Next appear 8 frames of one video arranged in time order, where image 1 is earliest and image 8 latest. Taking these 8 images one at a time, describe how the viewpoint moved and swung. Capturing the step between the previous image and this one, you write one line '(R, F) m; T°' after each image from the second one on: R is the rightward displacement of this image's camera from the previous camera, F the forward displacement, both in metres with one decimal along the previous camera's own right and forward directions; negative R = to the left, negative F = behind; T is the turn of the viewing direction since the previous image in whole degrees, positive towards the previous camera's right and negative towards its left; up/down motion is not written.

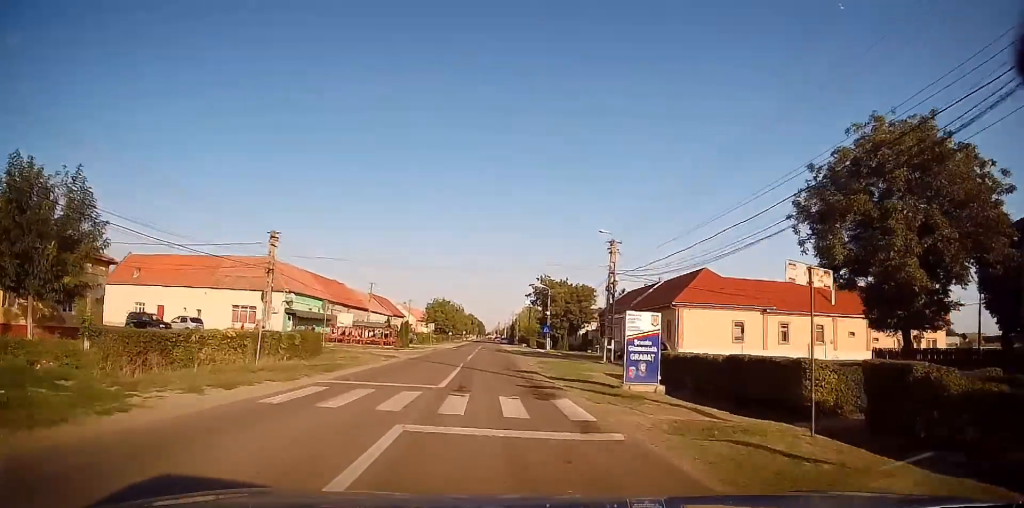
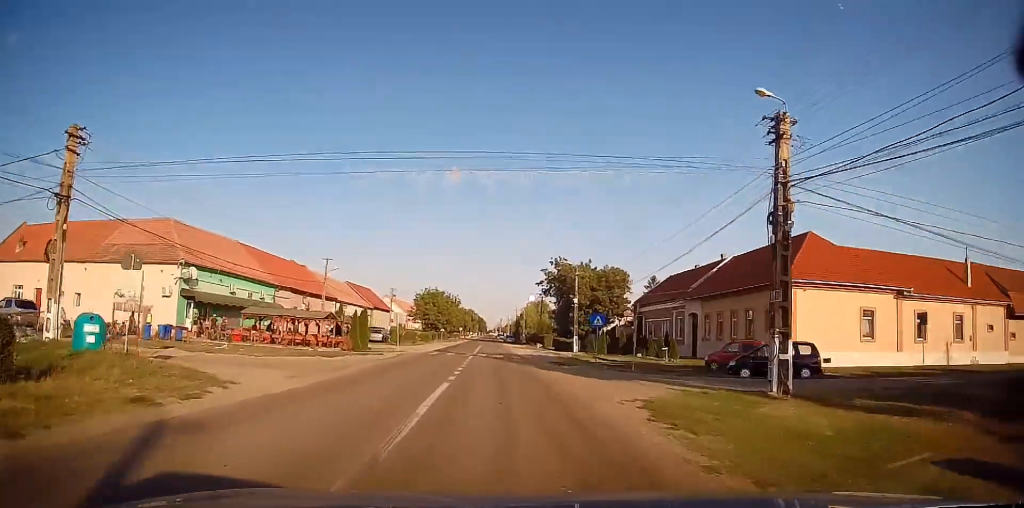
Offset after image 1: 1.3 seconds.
(0.0, +21.2) m; +1°
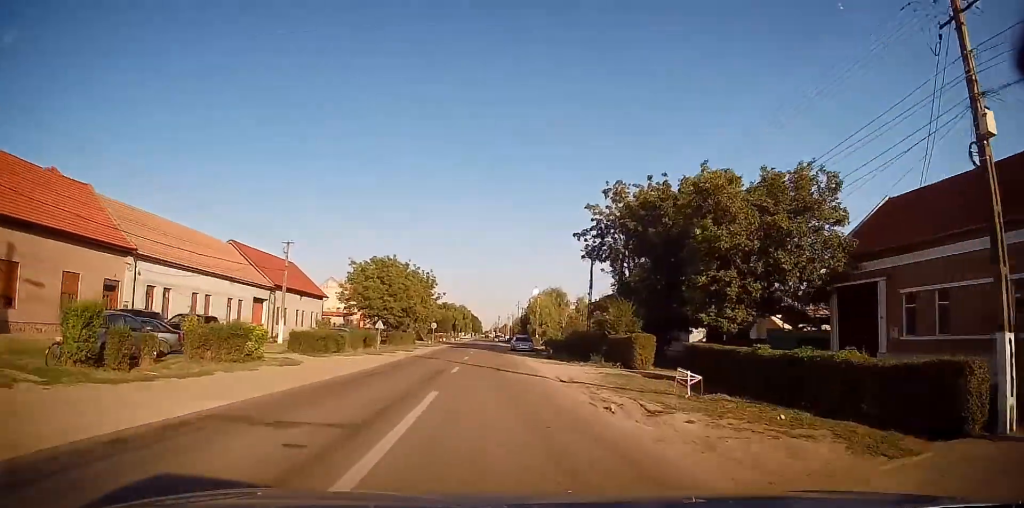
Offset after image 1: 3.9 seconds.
(+0.2, +44.7) m; +1°
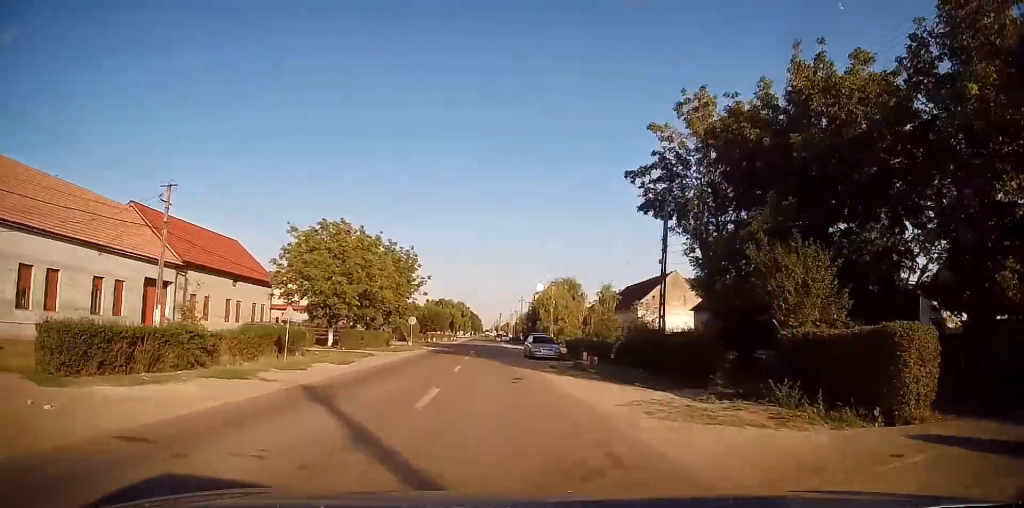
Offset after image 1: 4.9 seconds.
(+0.4, +17.8) m; +1°
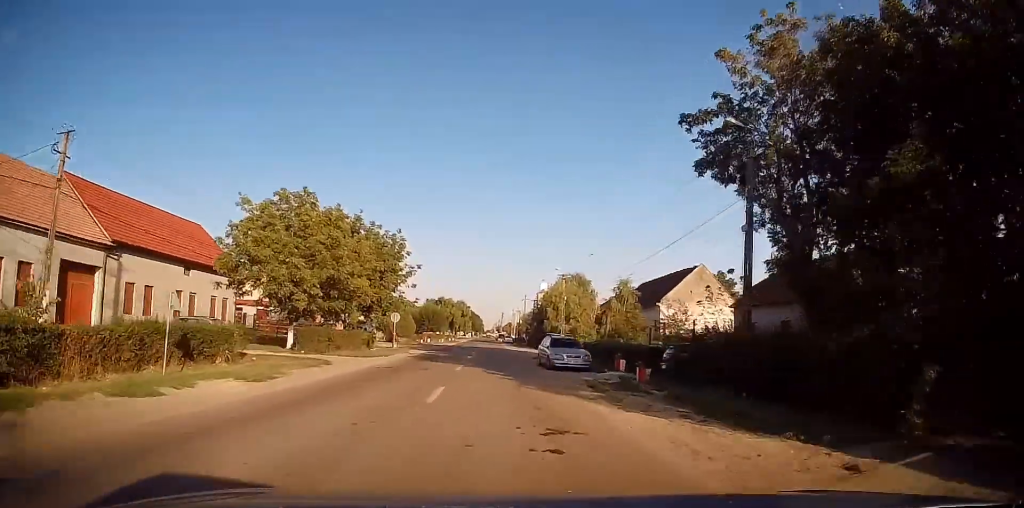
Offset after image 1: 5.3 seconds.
(0.0, +8.3) m; -1°
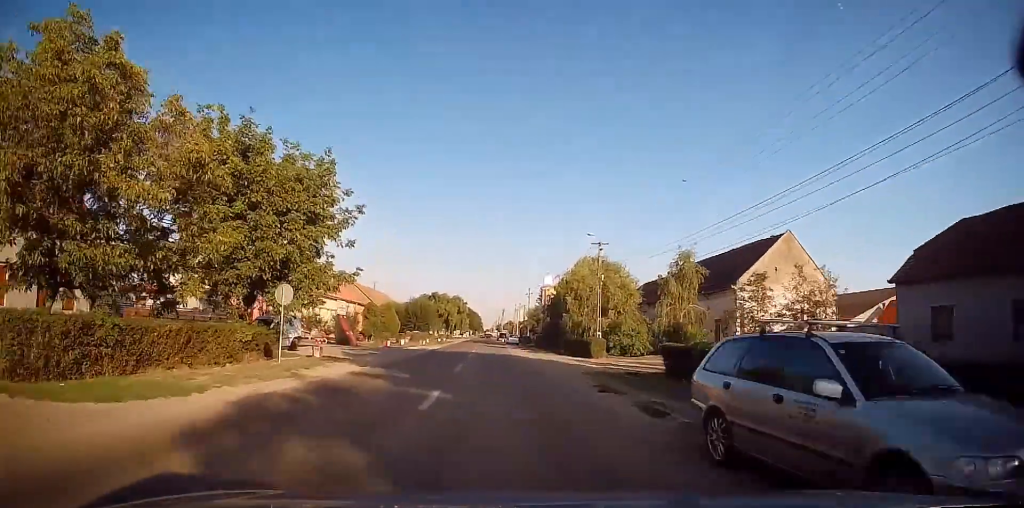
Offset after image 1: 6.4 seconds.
(-0.4, +19.0) m; -2°
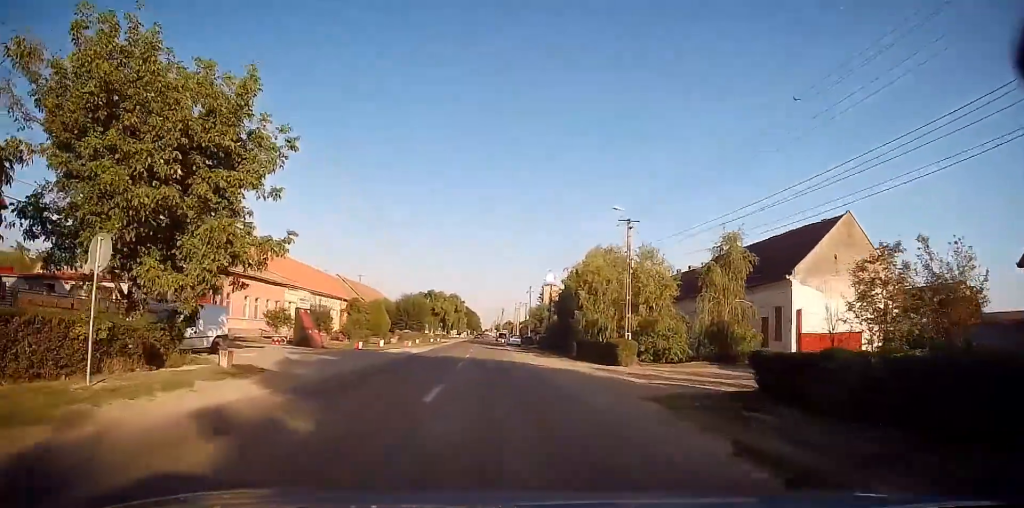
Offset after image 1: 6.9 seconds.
(0.0, +8.3) m; 0°
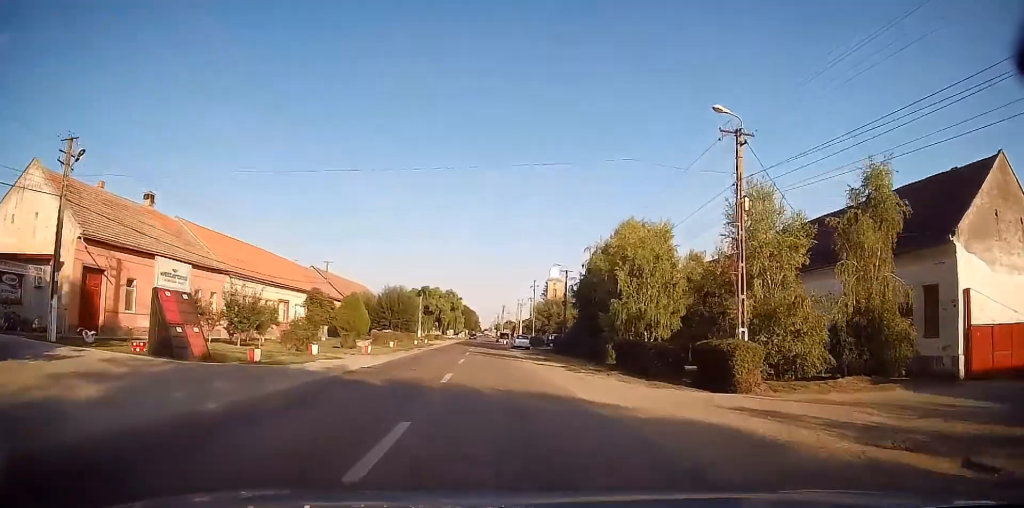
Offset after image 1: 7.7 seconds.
(0.0, +14.2) m; +1°
